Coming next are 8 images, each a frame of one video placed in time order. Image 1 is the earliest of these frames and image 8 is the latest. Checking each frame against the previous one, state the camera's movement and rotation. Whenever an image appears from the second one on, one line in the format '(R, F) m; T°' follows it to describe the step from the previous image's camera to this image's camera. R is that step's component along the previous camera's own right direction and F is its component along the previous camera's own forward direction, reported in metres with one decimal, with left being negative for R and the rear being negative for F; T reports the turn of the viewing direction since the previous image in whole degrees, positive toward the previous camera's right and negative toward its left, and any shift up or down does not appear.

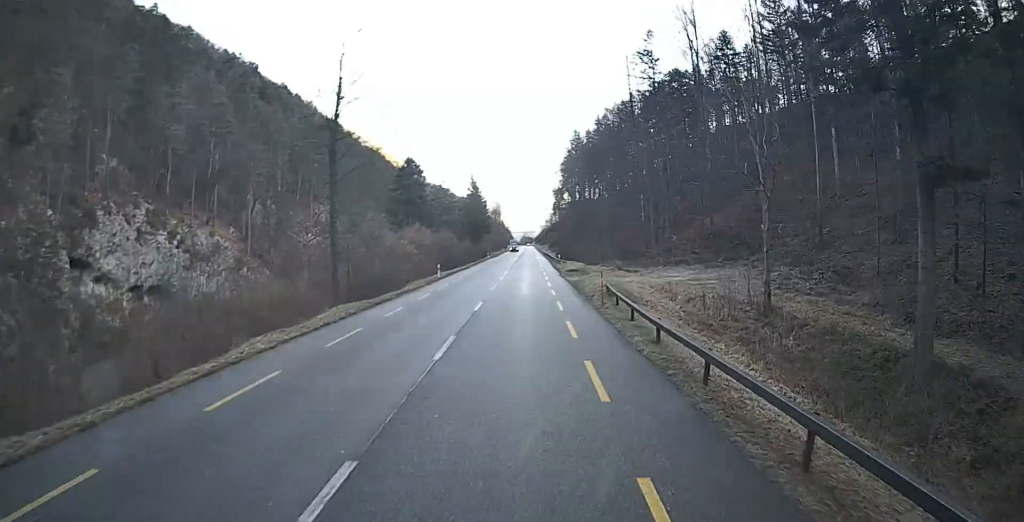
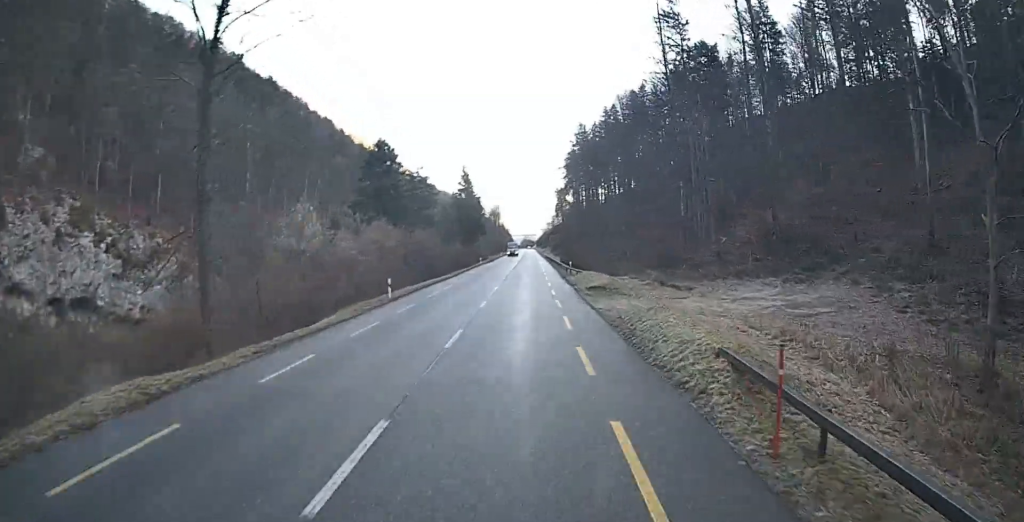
(-0.2, +15.8) m; -1°
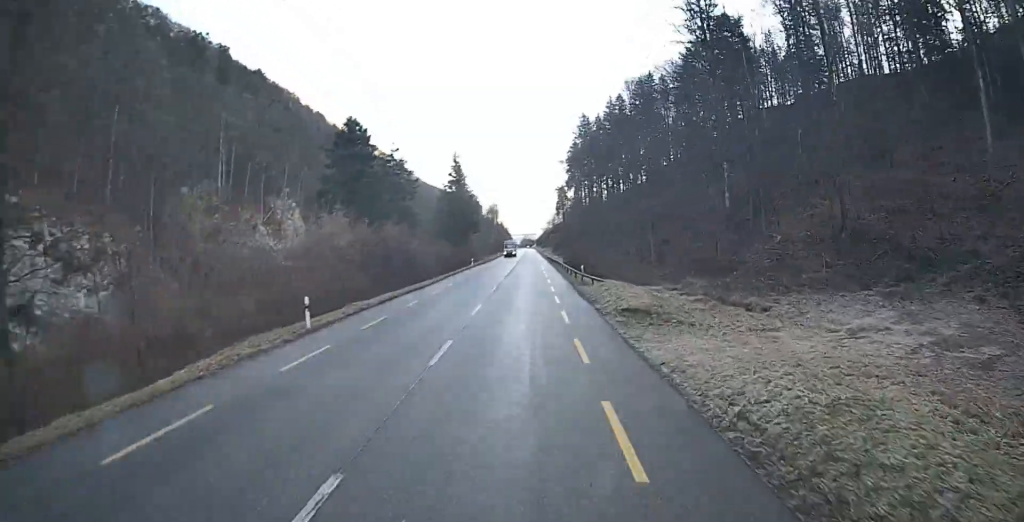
(0.0, +10.8) m; +1°
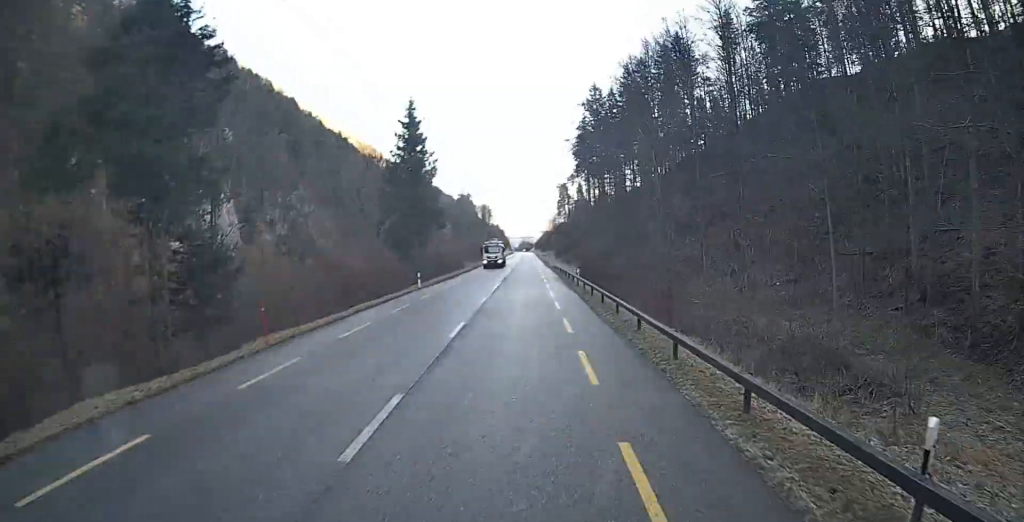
(+0.6, +31.6) m; +2°
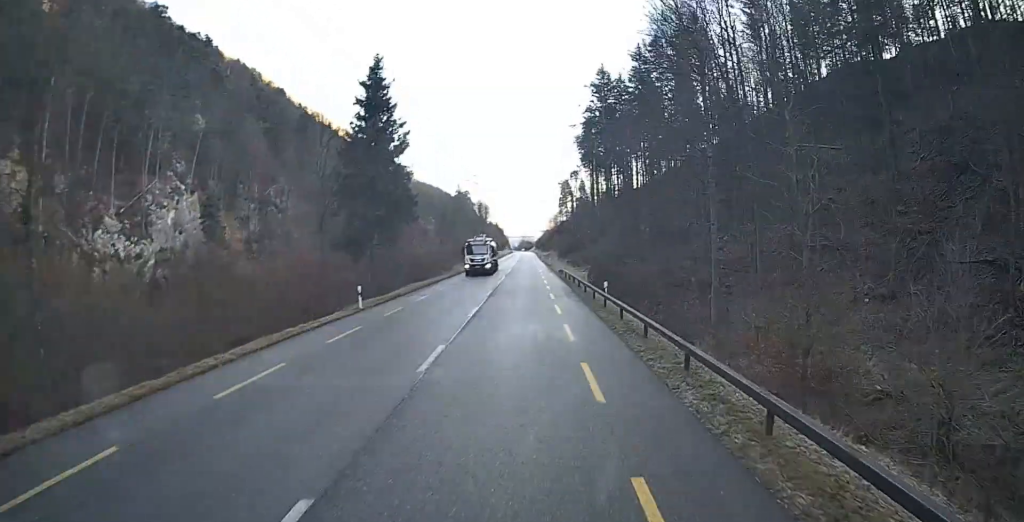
(0.0, +12.9) m; 0°
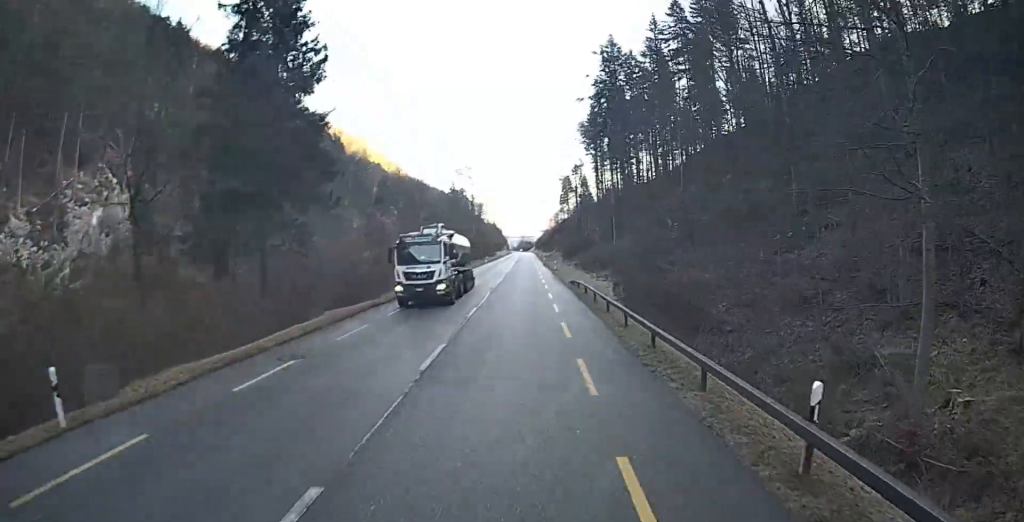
(0.0, +17.1) m; -1°
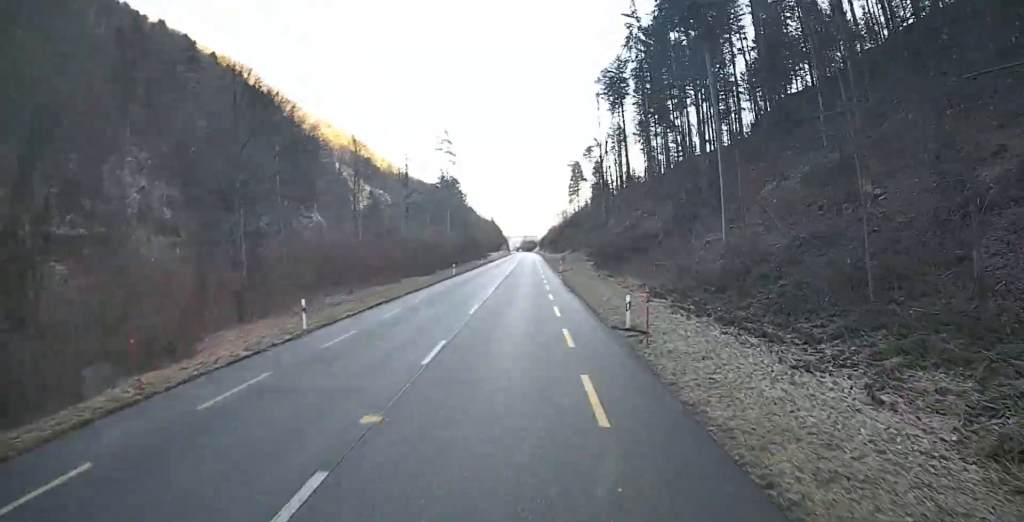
(-0.7, +42.9) m; -1°
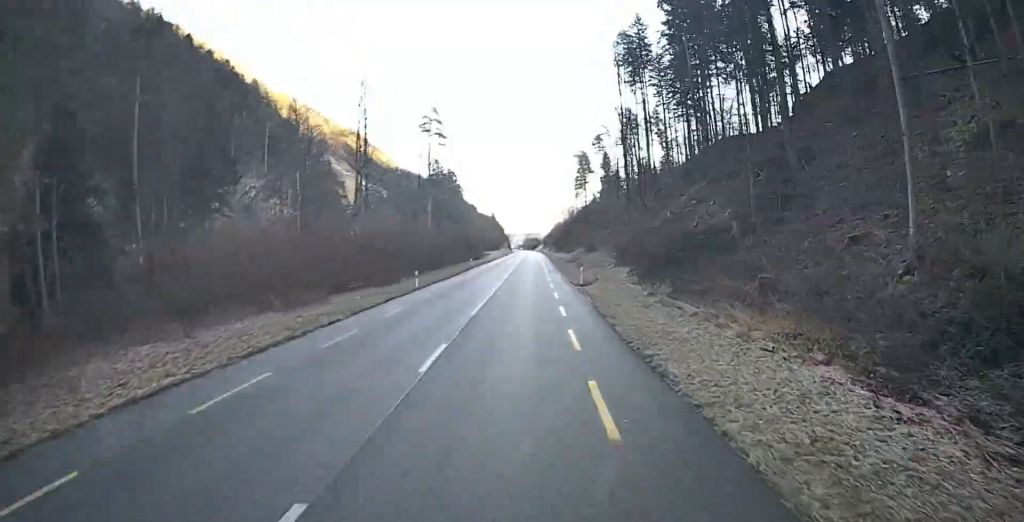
(+0.1, +18.2) m; 0°
